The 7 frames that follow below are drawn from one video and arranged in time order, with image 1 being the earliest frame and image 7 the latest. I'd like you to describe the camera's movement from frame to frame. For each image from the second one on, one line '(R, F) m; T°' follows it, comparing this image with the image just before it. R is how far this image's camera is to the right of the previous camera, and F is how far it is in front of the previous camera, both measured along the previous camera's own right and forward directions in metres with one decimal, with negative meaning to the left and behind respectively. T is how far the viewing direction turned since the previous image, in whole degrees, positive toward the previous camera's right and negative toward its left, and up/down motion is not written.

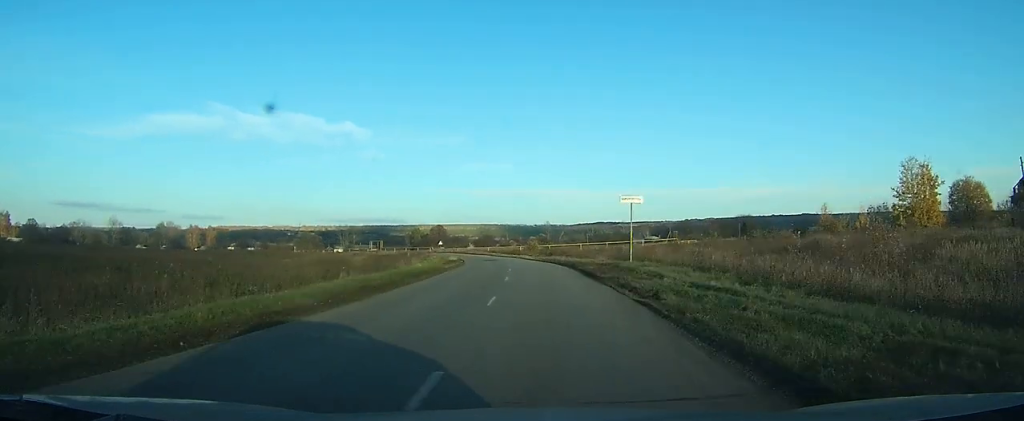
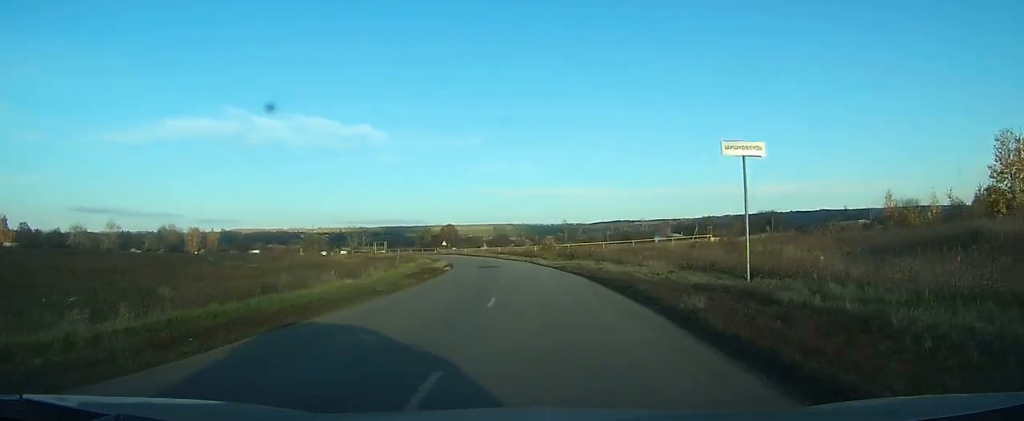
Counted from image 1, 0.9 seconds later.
(-0.4, +15.6) m; -2°
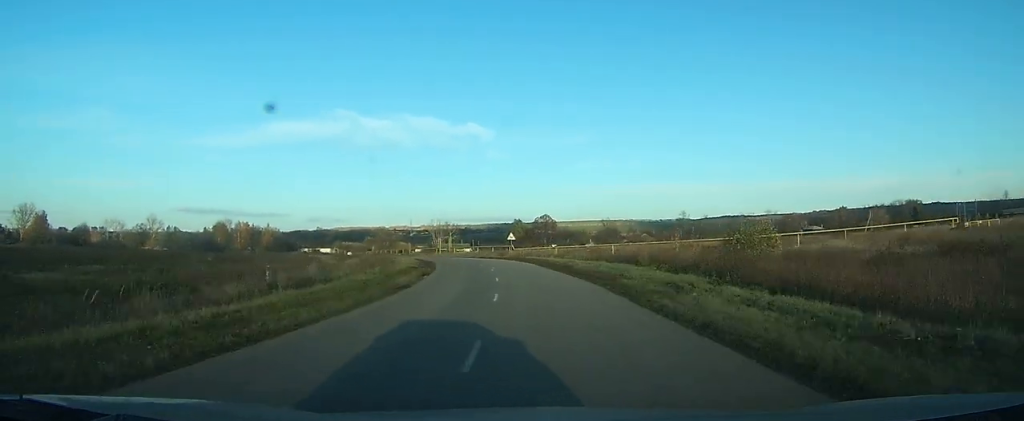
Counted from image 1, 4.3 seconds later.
(-4.3, +52.3) m; -11°
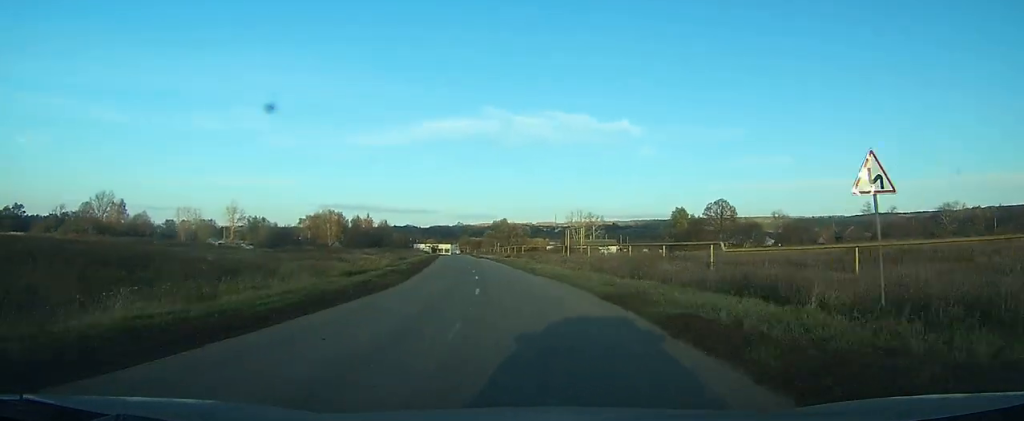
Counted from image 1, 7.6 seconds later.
(-6.2, +55.5) m; -13°
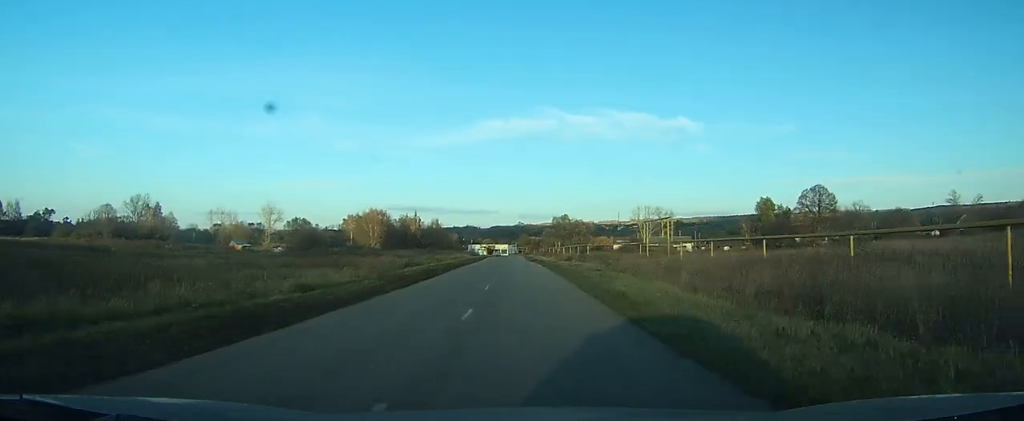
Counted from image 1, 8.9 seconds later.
(-1.1, +21.6) m; -4°
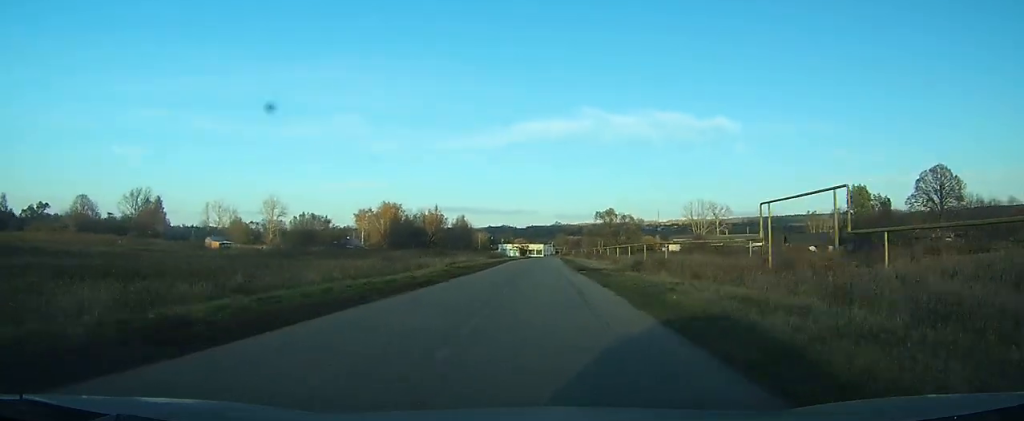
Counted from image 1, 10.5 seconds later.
(-1.3, +28.8) m; -3°
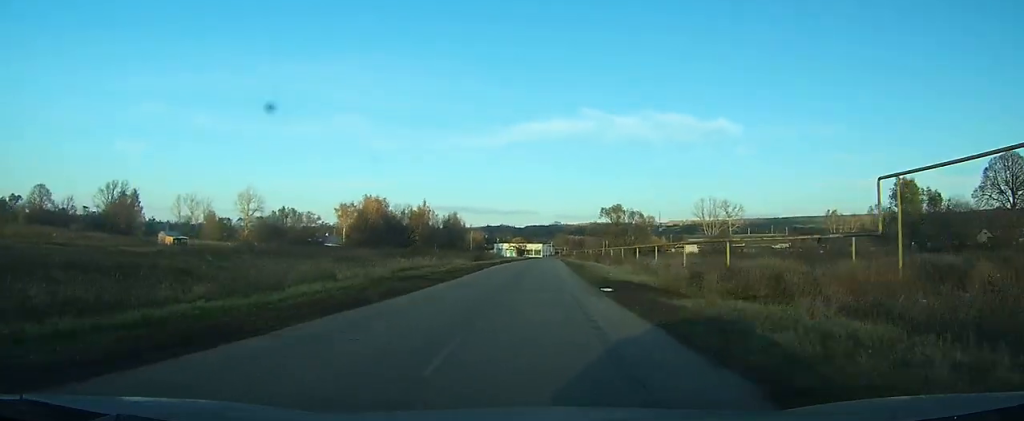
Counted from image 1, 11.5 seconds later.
(-0.3, +16.2) m; 0°
